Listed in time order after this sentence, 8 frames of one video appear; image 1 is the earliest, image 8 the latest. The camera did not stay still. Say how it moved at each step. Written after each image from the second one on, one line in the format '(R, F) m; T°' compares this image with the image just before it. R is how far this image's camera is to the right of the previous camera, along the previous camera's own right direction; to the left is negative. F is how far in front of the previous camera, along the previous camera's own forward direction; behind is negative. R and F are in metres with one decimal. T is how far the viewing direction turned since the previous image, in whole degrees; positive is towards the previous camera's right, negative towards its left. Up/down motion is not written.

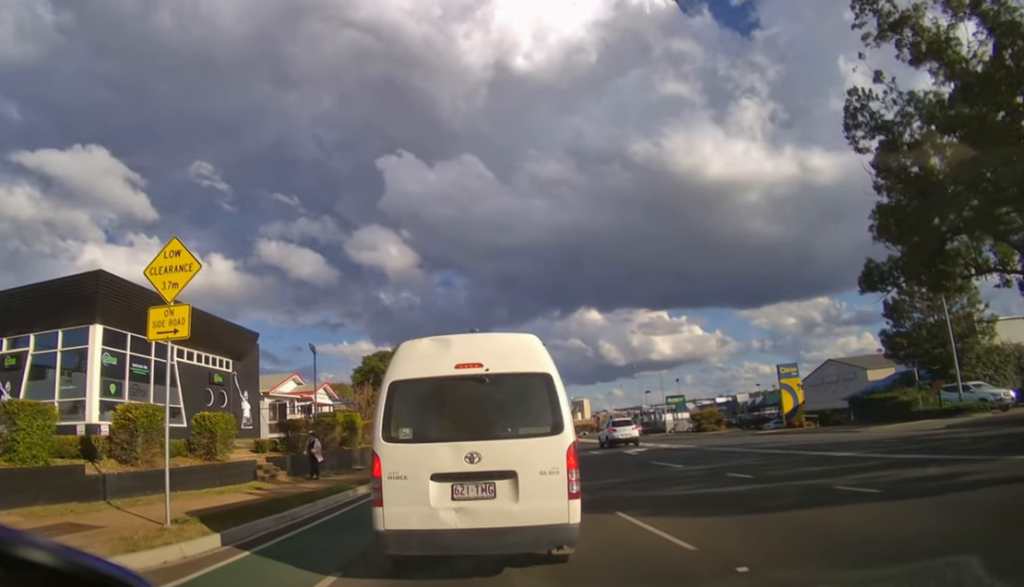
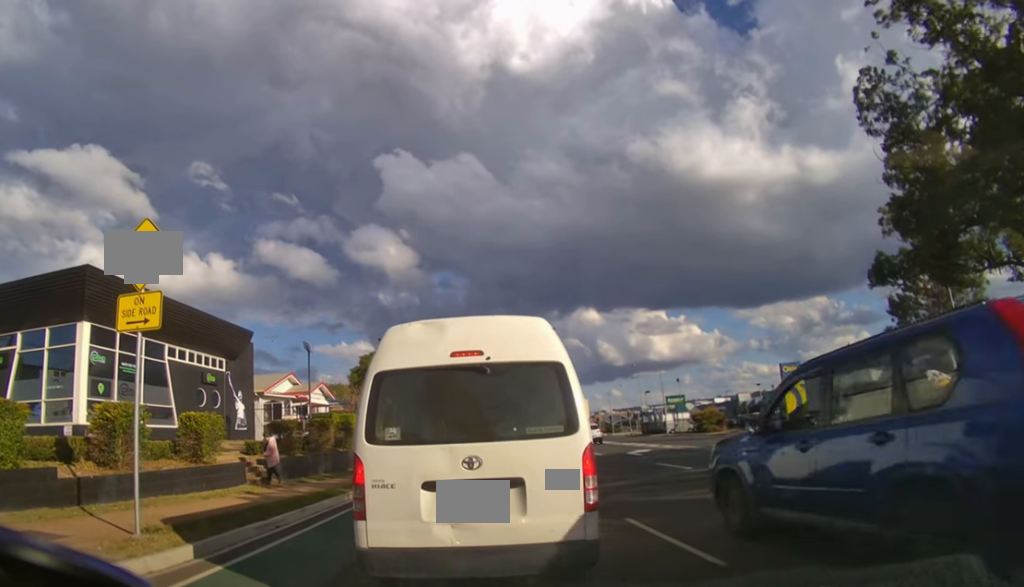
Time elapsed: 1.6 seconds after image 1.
(+0.1, +0.5) m; 0°
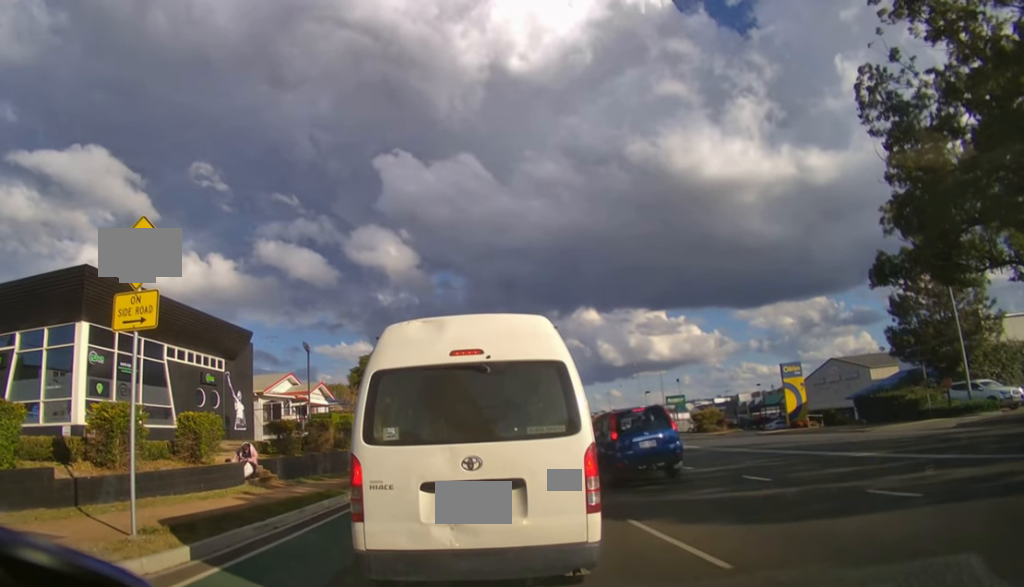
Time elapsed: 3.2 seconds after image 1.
(0.0, 0.0) m; 0°
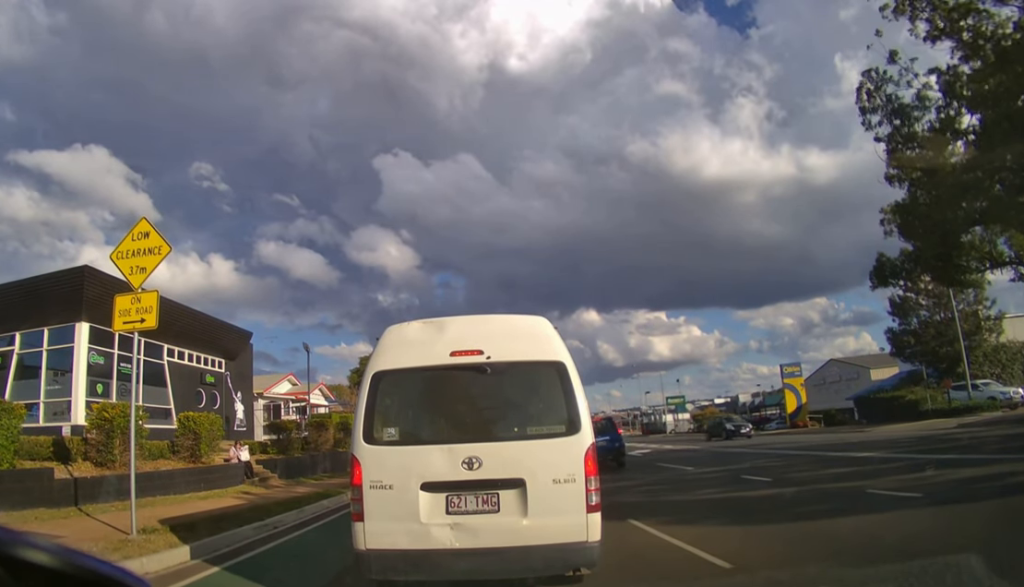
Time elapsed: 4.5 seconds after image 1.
(0.0, 0.0) m; 0°
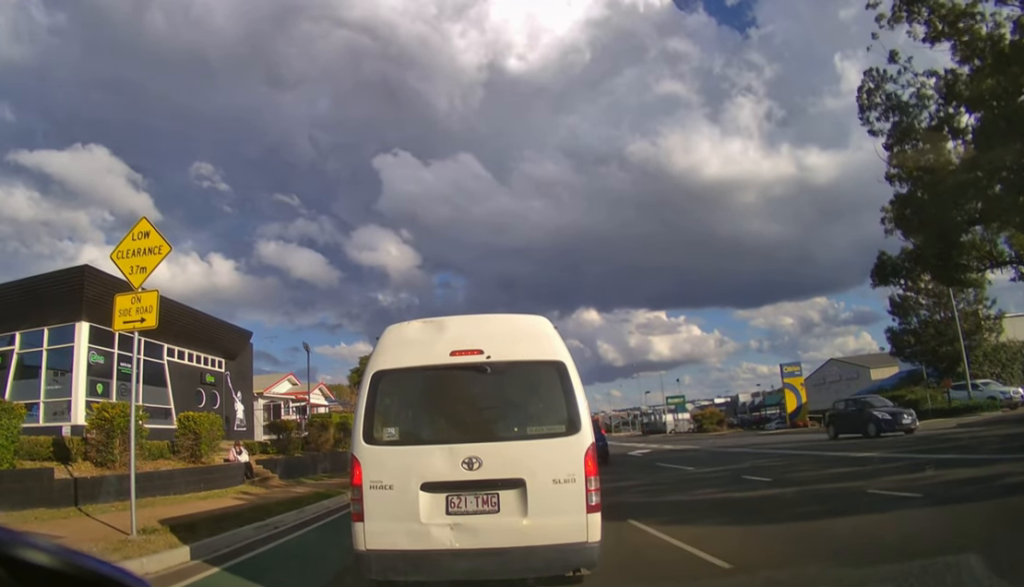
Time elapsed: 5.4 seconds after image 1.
(0.0, 0.0) m; 0°
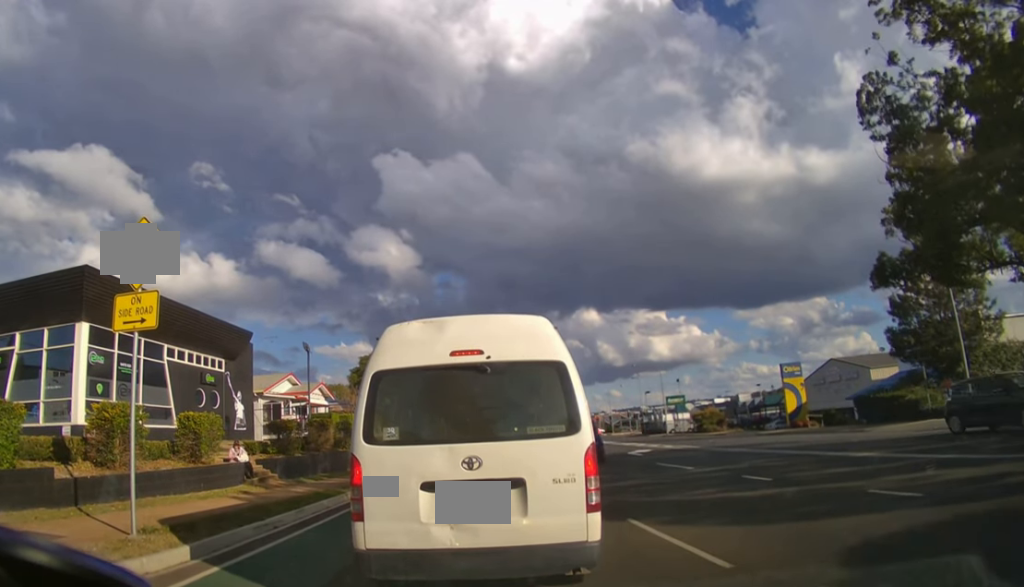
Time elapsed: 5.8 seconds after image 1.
(0.0, 0.0) m; 0°
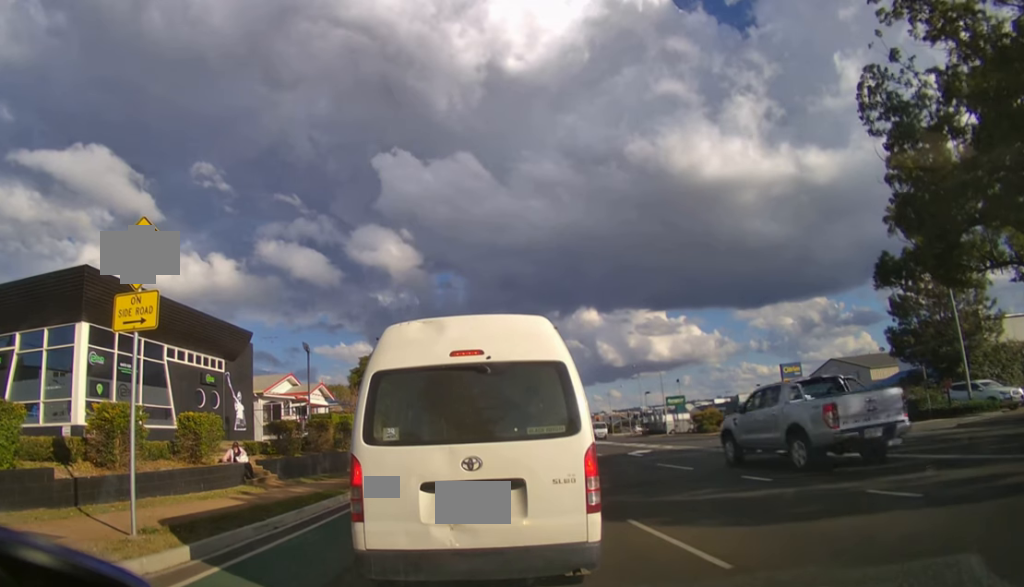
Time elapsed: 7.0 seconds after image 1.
(0.0, 0.0) m; 0°
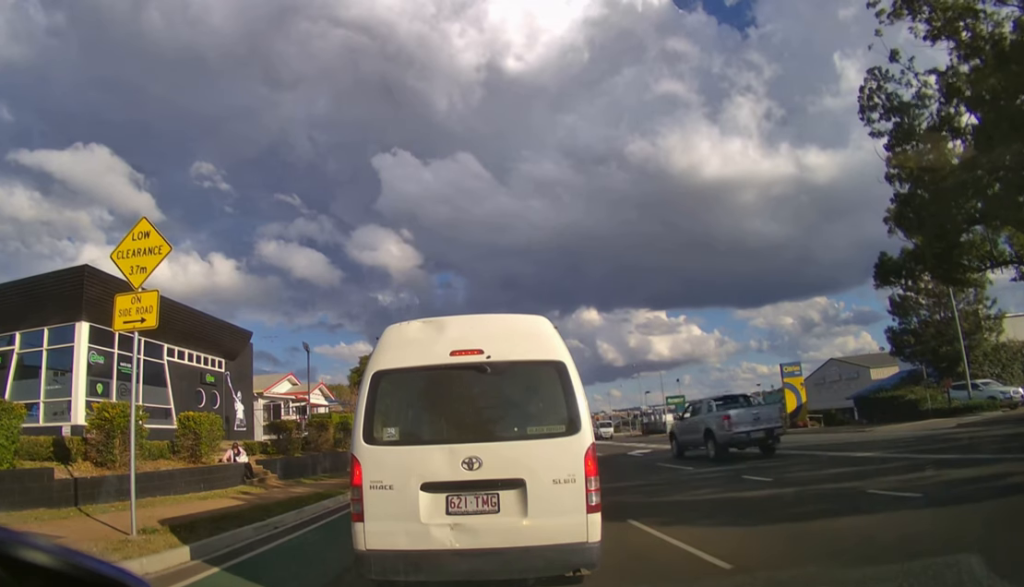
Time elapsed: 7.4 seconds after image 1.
(0.0, 0.0) m; 0°
